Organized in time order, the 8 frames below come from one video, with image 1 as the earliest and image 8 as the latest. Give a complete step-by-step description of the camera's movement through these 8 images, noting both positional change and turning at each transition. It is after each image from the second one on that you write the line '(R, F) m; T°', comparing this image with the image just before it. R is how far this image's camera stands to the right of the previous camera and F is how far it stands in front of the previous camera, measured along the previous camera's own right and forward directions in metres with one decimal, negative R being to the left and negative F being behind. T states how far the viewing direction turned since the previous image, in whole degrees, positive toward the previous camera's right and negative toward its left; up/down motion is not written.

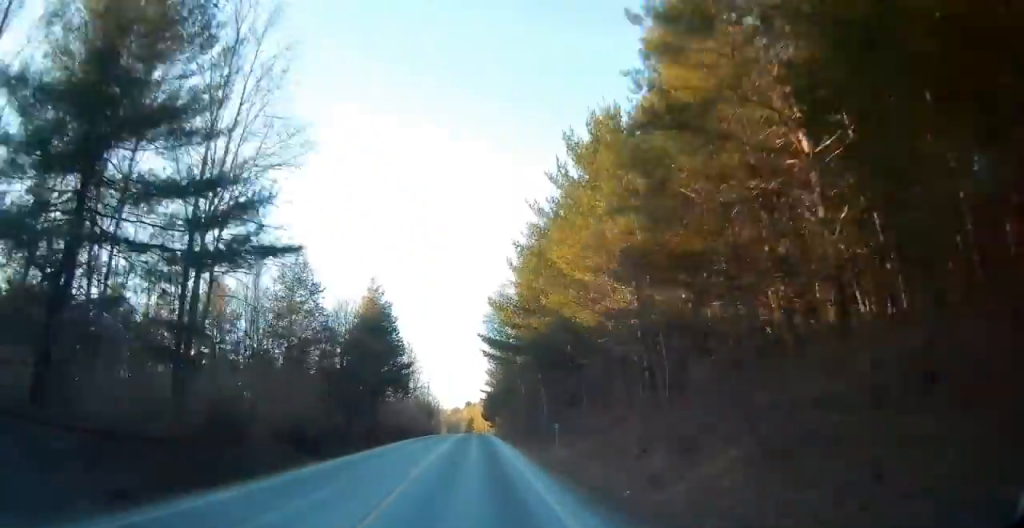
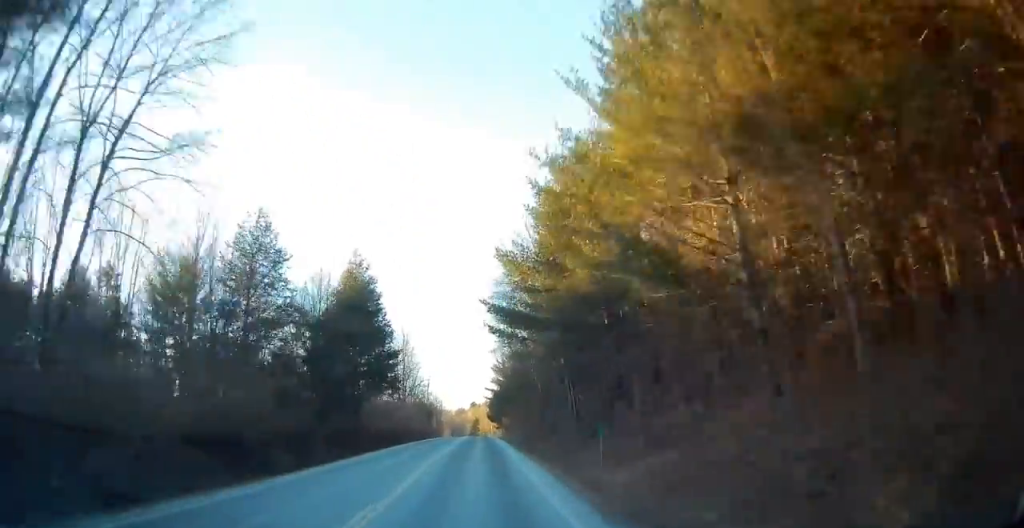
(-0.1, +10.1) m; 0°
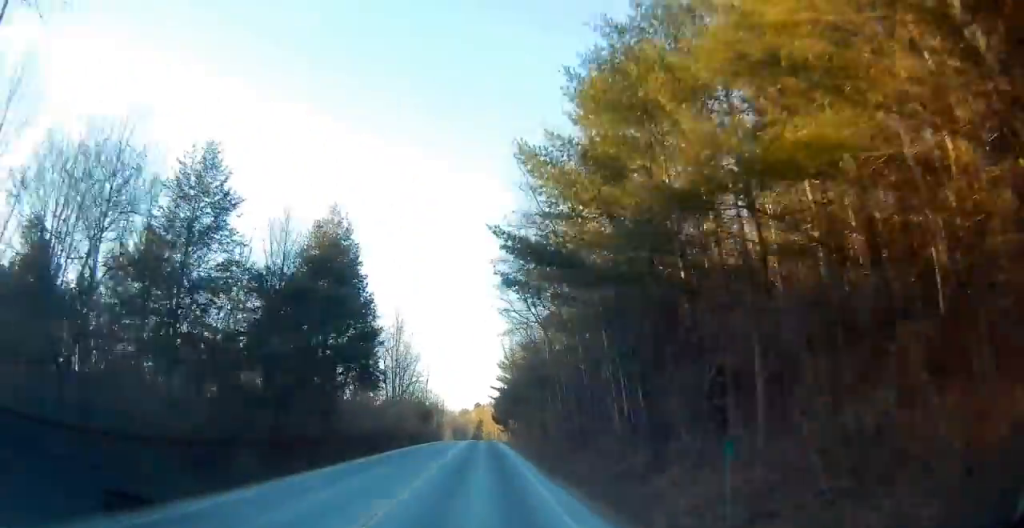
(+0.2, +10.1) m; 0°
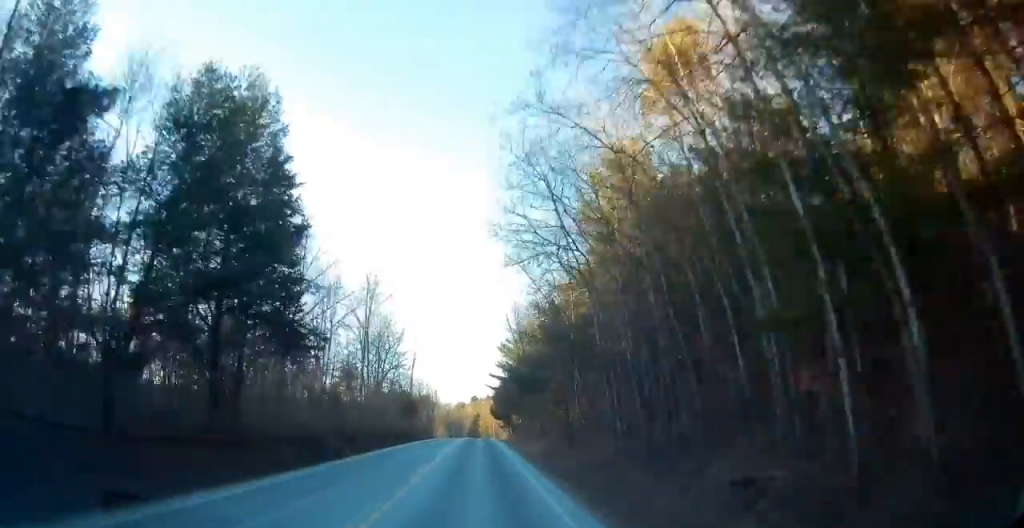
(+0.1, +15.2) m; 0°
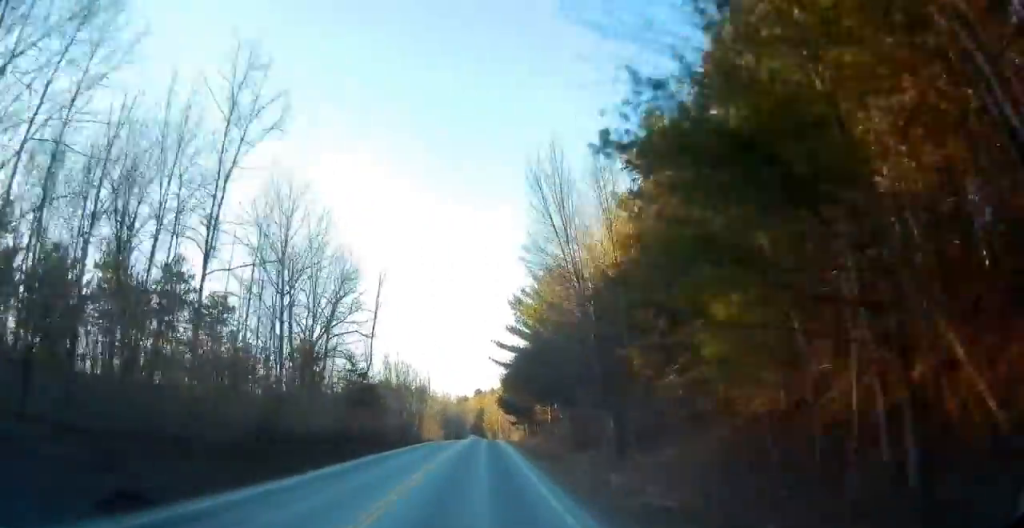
(-0.1, +27.8) m; 0°
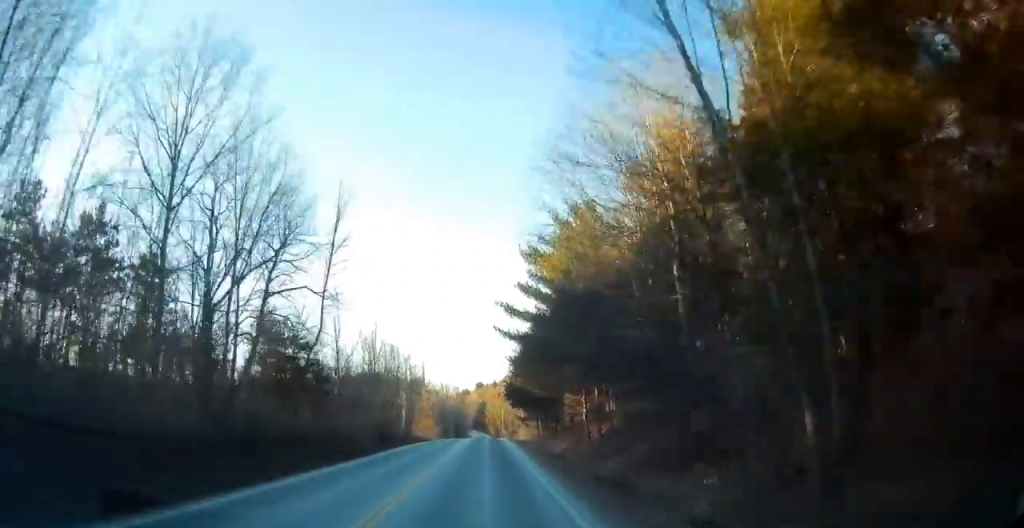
(+0.2, +14.3) m; 0°
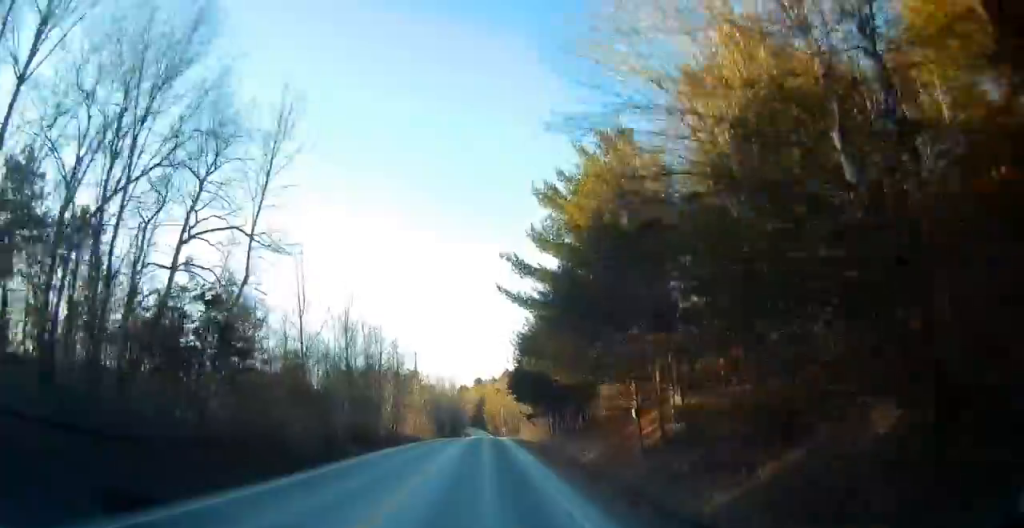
(0.0, +10.1) m; 0°
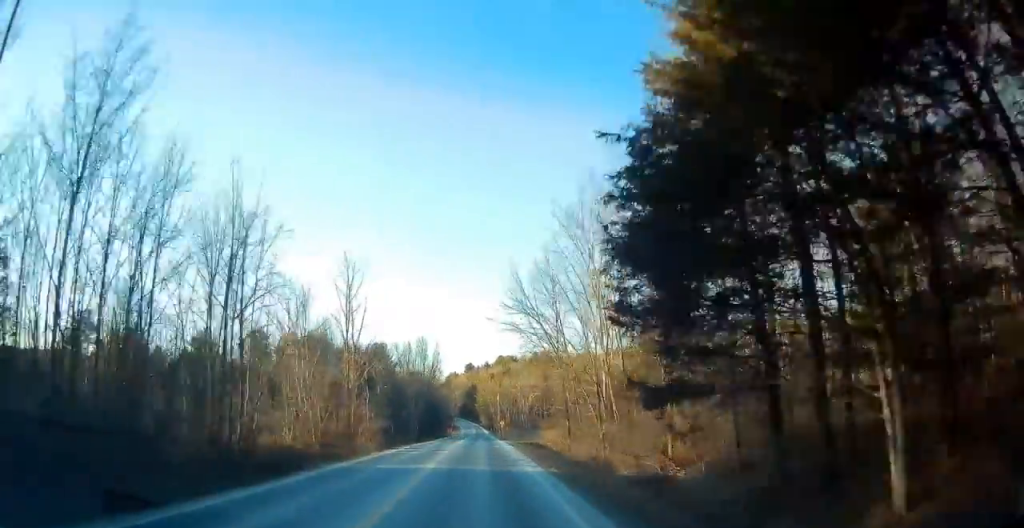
(-0.2, +42.0) m; 0°
